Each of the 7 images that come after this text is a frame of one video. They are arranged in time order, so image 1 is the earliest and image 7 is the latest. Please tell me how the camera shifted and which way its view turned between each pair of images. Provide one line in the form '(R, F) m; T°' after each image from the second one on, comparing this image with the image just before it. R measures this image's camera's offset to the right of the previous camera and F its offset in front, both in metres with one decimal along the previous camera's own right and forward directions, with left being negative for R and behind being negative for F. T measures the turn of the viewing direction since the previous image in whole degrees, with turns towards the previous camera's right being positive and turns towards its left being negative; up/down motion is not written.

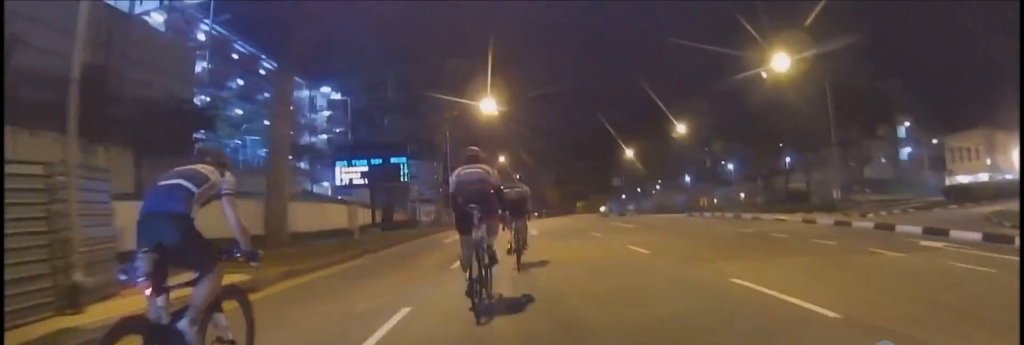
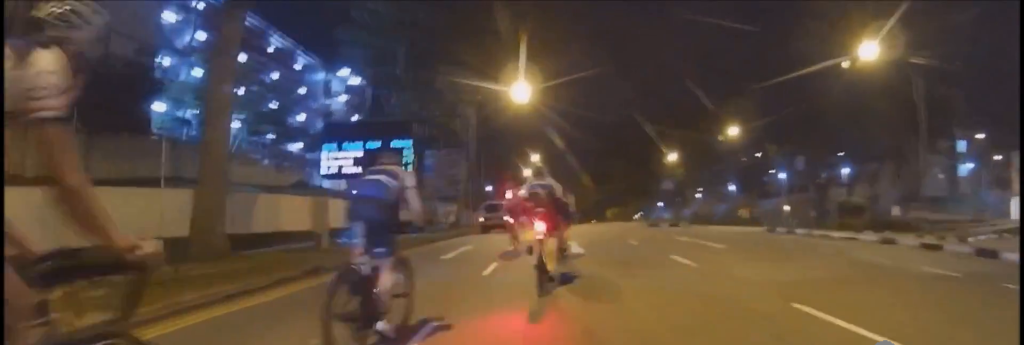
(0.0, +7.4) m; 0°
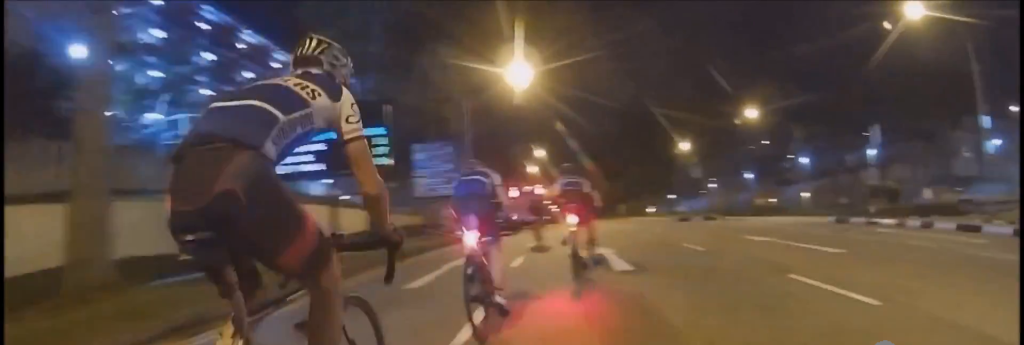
(0.0, +5.1) m; 0°
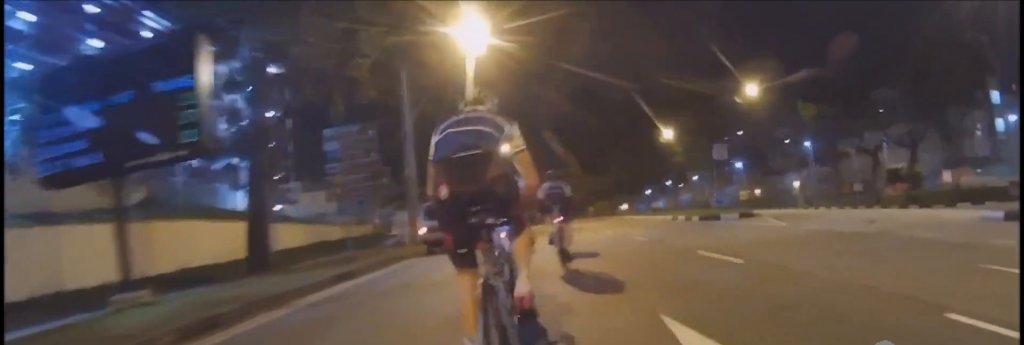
(0.0, +9.0) m; 0°
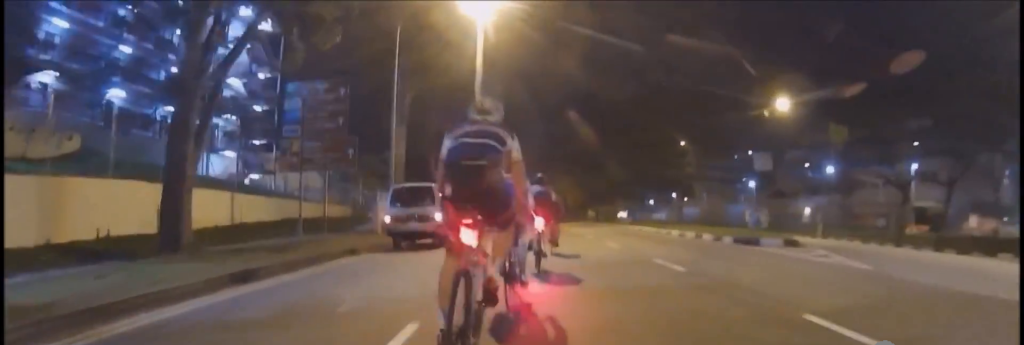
(0.0, +4.2) m; 0°
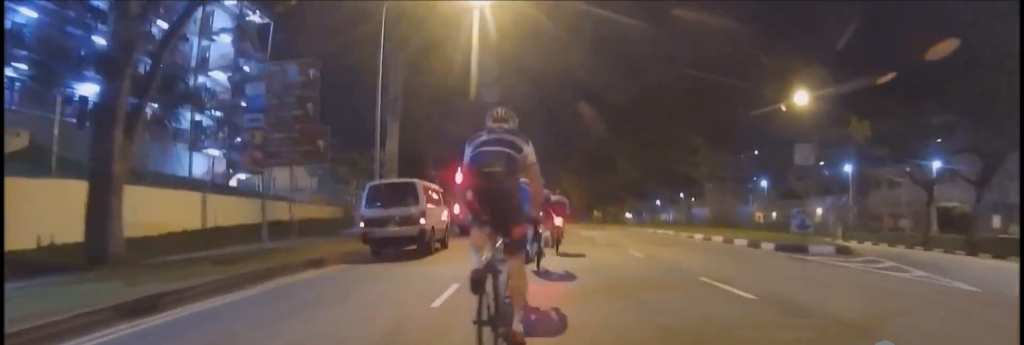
(0.0, +2.7) m; 0°
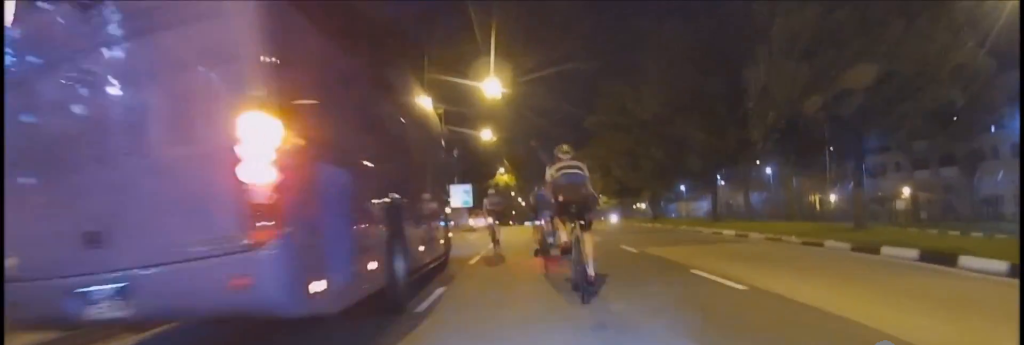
(0.0, +22.5) m; 0°
